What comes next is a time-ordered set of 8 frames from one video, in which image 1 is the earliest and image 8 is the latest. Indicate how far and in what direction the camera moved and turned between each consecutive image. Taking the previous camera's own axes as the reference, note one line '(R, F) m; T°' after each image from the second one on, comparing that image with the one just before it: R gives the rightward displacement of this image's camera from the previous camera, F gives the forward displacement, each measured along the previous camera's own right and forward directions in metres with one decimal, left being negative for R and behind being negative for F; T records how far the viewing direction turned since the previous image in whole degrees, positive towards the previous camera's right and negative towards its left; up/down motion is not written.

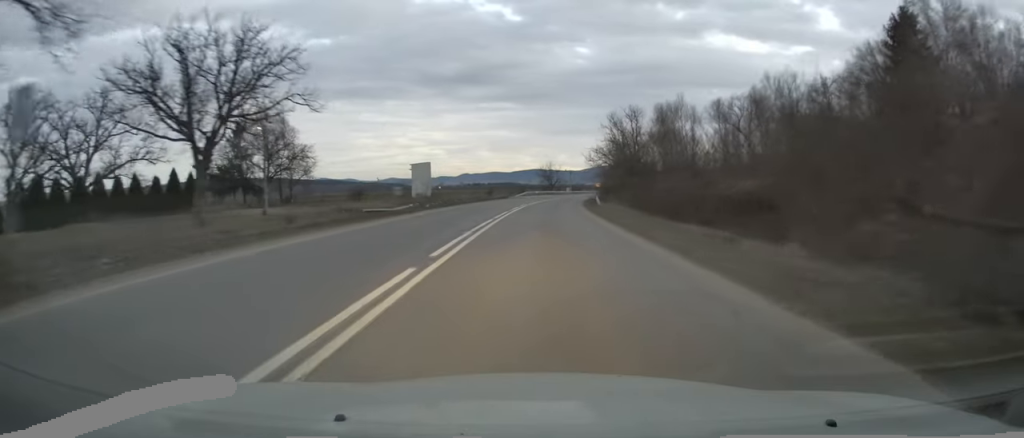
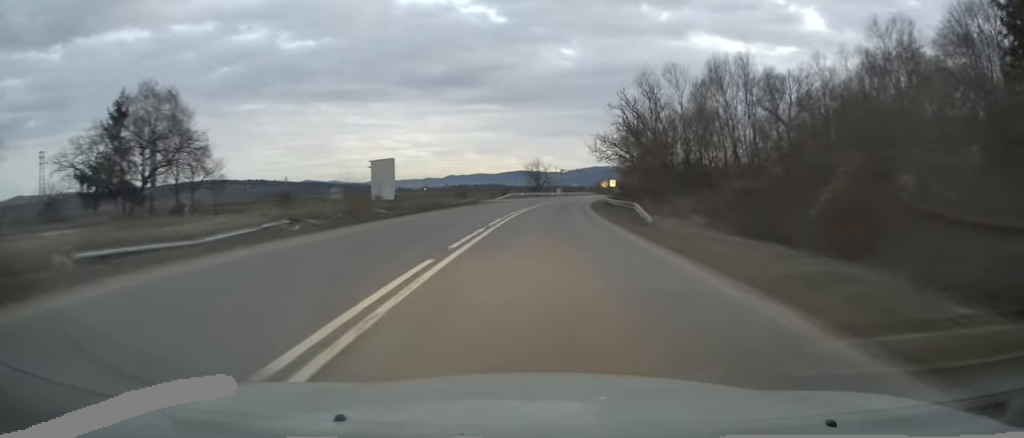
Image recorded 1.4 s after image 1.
(+0.4, +21.2) m; +2°
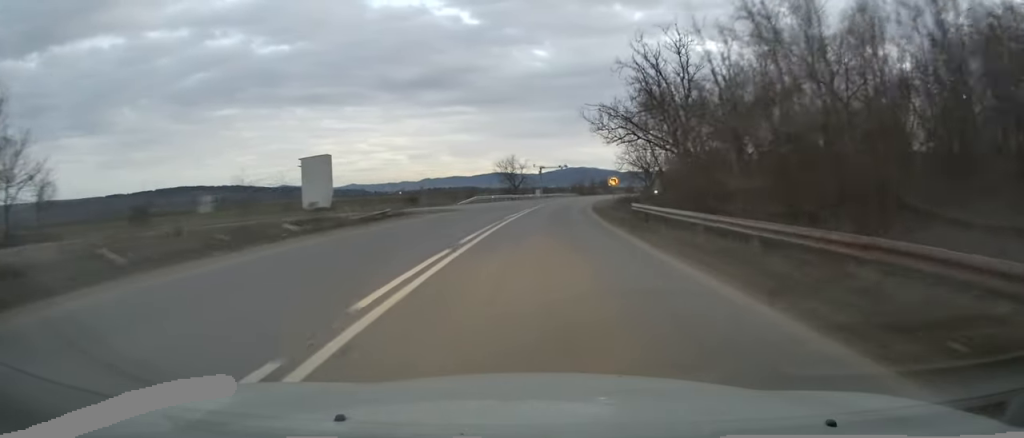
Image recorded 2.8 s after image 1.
(+0.3, +21.6) m; +2°
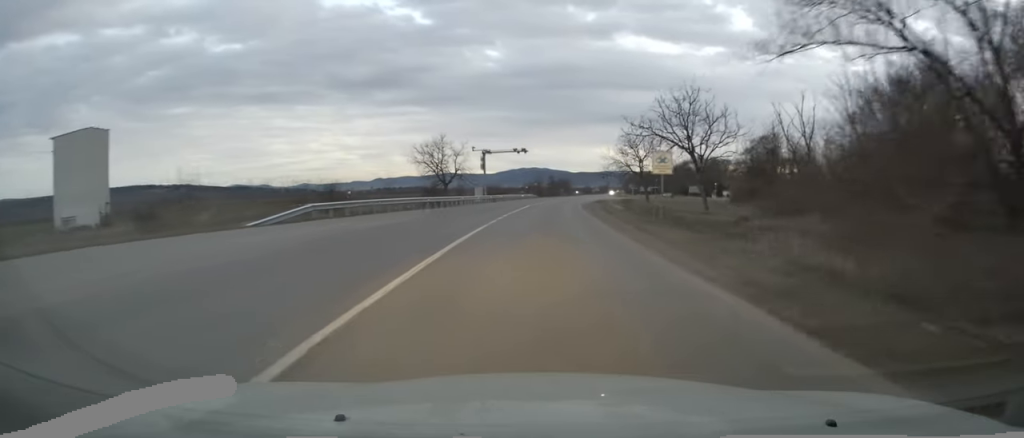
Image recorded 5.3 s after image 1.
(+1.2, +39.0) m; +3°
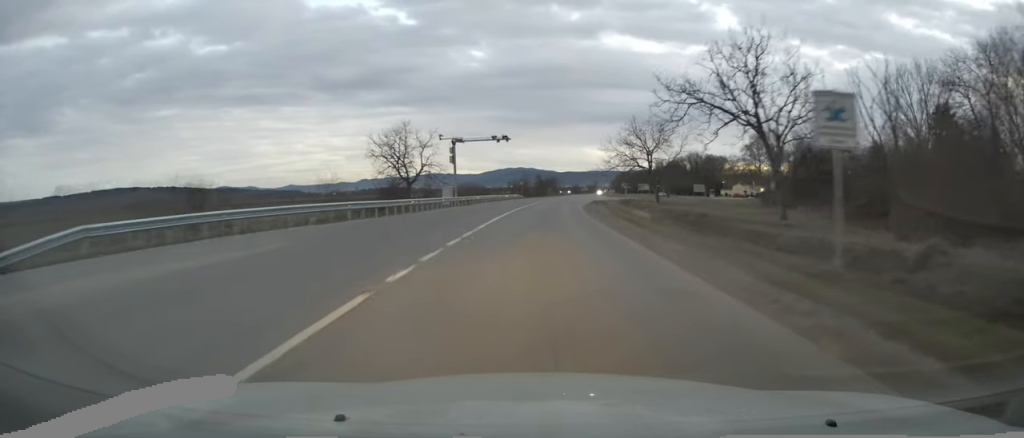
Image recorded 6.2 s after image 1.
(+0.1, +14.4) m; +1°
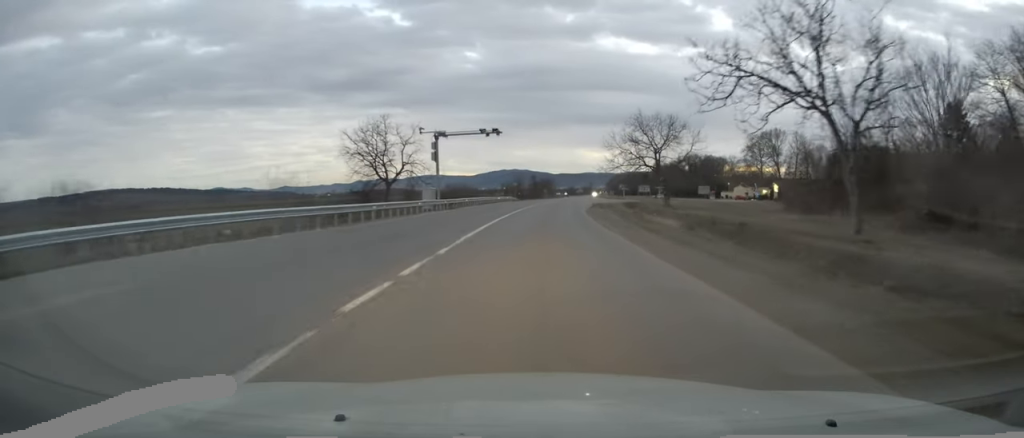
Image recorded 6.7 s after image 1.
(0.0, +6.6) m; +1°
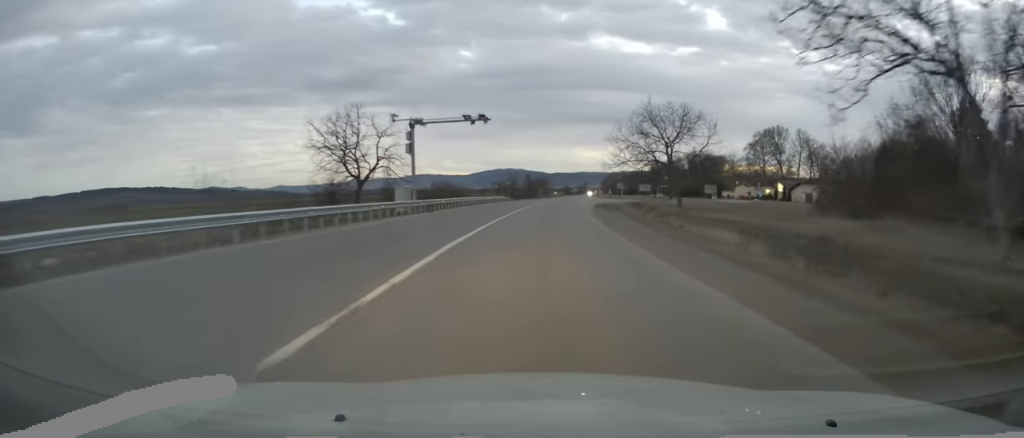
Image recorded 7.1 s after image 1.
(+0.1, +7.1) m; +1°
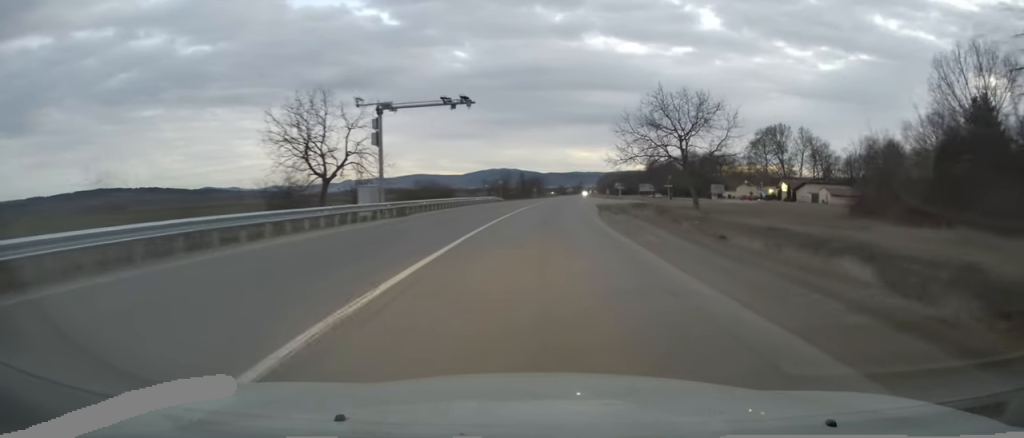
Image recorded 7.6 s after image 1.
(0.0, +6.6) m; +1°
